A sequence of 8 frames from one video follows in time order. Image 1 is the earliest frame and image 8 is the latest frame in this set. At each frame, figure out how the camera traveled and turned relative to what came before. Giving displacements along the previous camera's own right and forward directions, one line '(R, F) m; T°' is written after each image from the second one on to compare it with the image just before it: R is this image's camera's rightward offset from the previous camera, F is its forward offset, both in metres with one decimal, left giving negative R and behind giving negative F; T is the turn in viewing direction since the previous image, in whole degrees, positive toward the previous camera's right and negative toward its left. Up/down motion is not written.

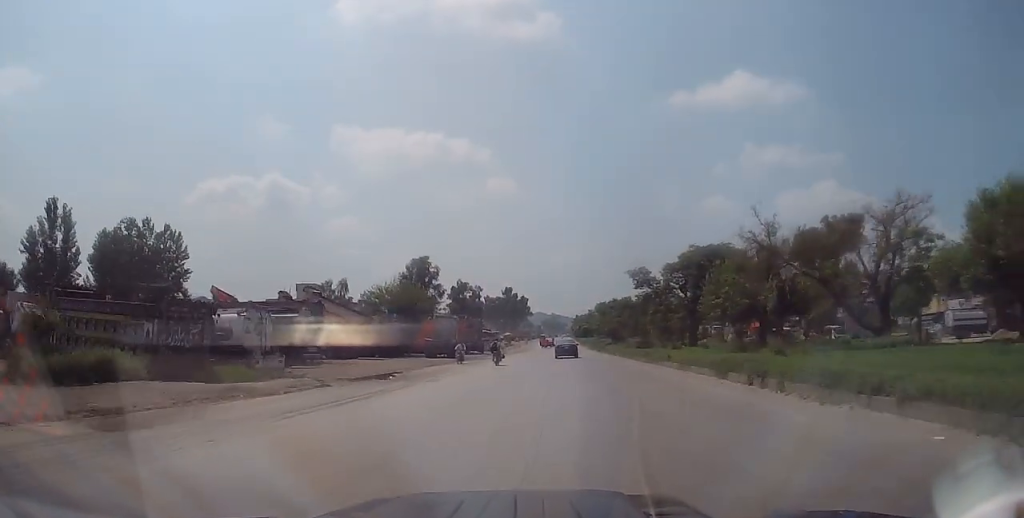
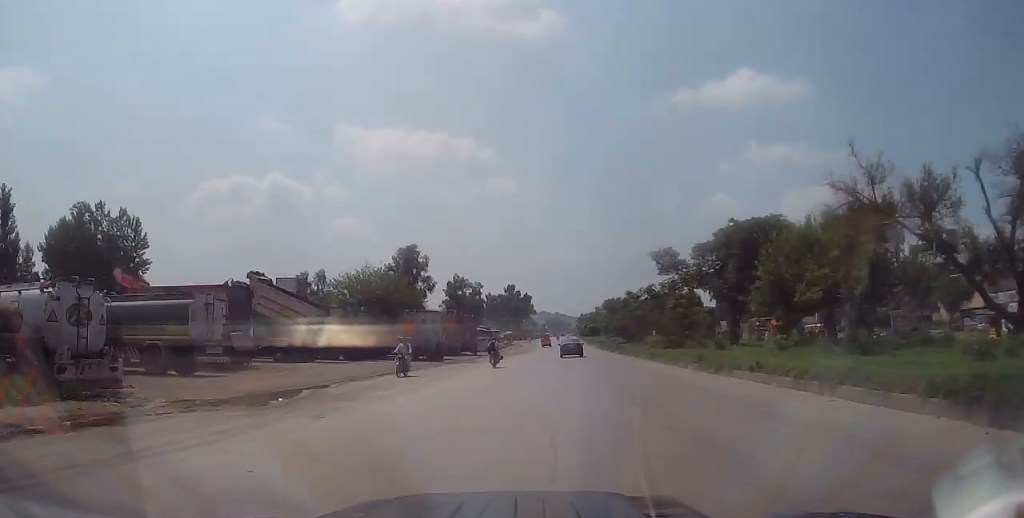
(-0.1, +11.0) m; 0°
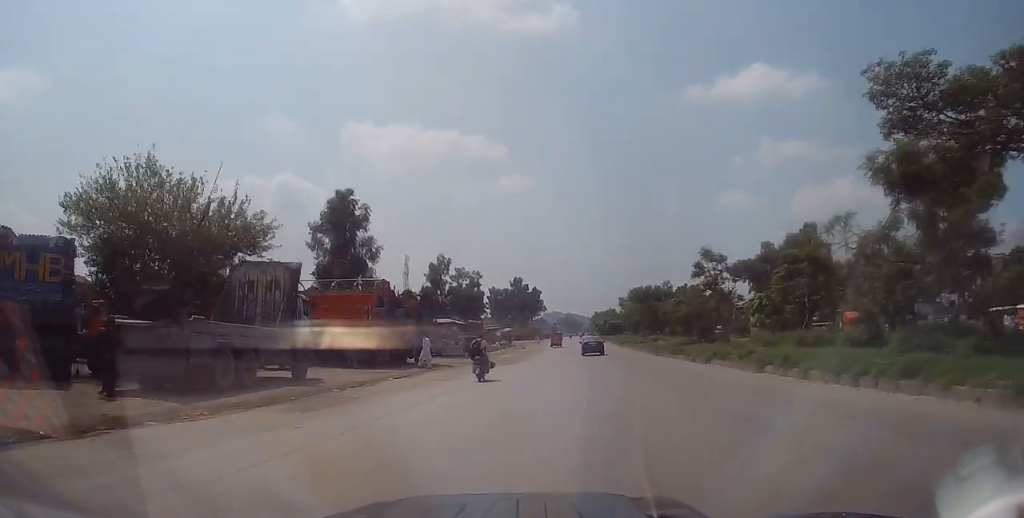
(+0.4, +31.2) m; +1°
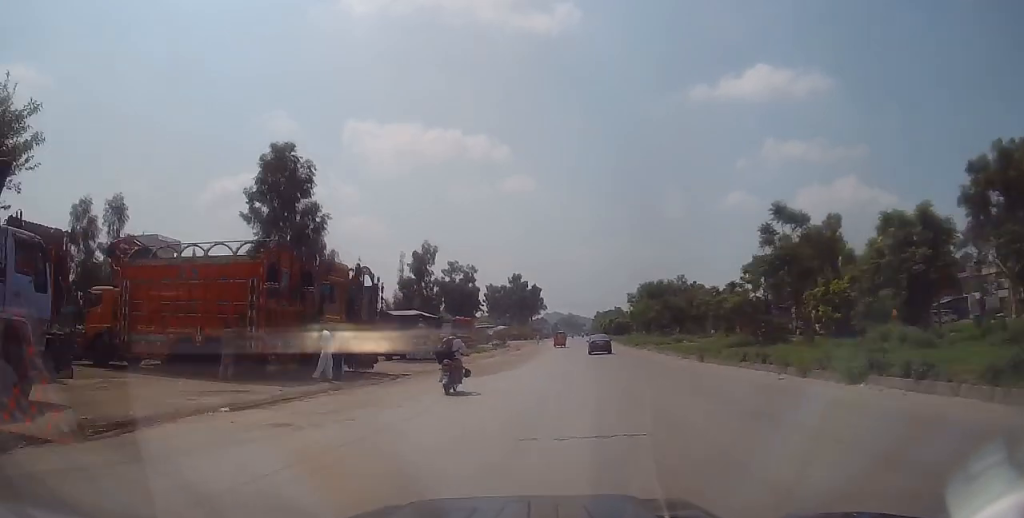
(-0.1, +12.8) m; -1°
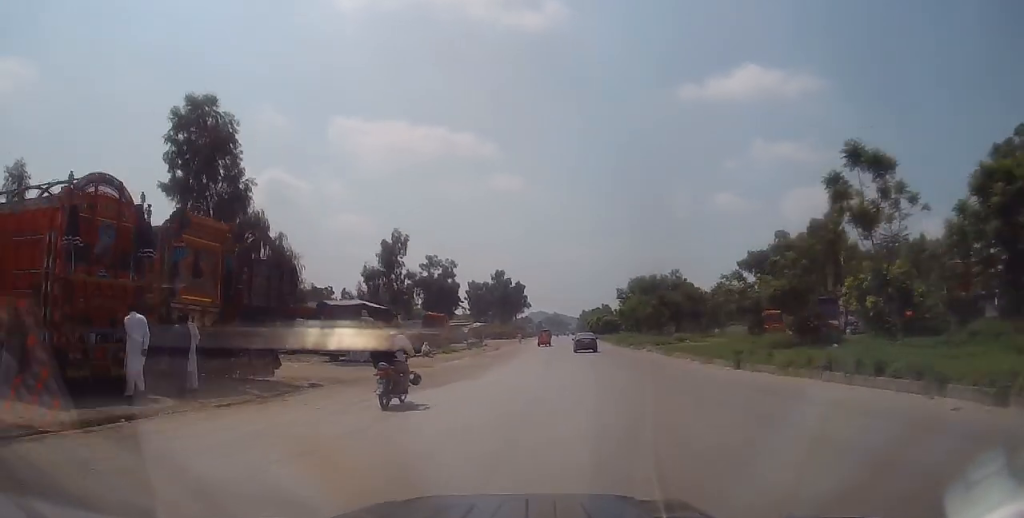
(-0.1, +8.4) m; 0°
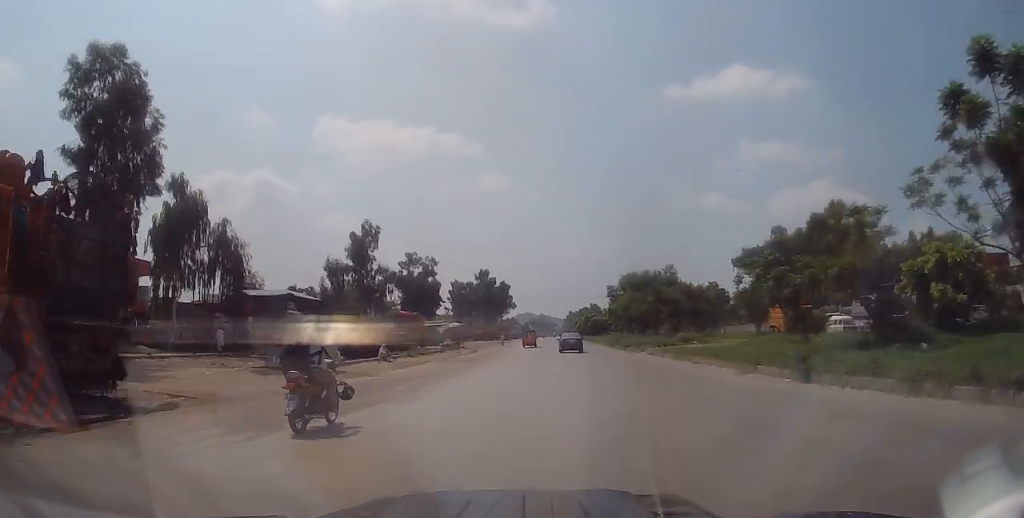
(0.0, +7.2) m; +2°
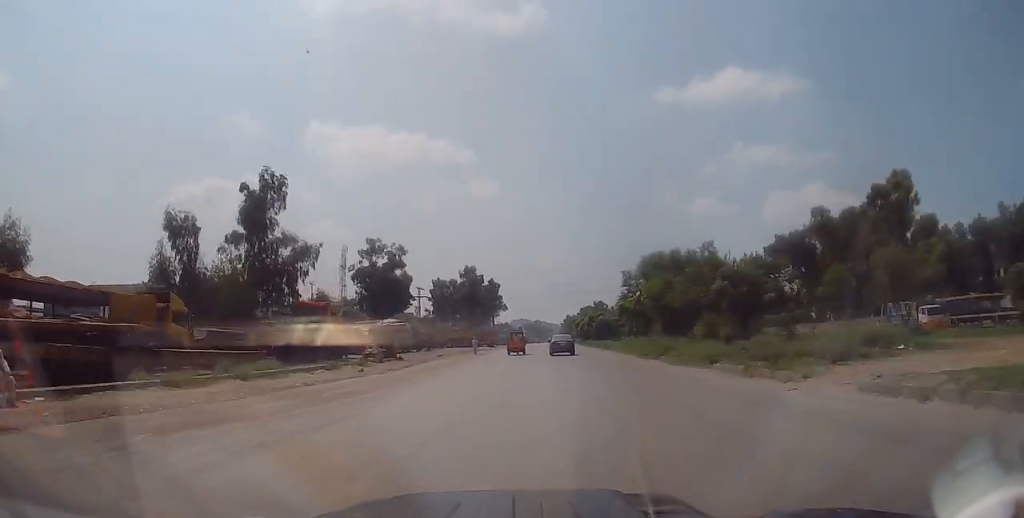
(+0.7, +26.7) m; -1°
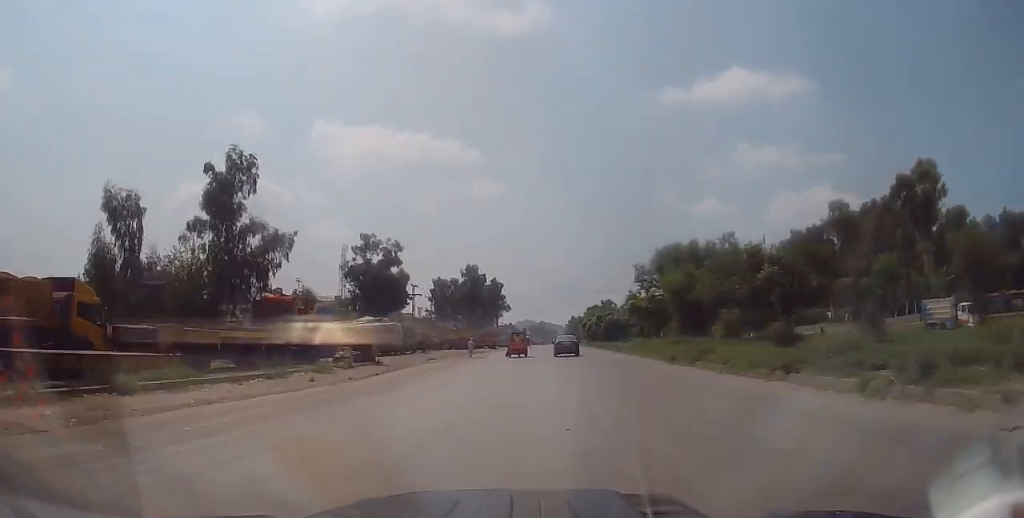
(-0.2, +6.4) m; -2°
